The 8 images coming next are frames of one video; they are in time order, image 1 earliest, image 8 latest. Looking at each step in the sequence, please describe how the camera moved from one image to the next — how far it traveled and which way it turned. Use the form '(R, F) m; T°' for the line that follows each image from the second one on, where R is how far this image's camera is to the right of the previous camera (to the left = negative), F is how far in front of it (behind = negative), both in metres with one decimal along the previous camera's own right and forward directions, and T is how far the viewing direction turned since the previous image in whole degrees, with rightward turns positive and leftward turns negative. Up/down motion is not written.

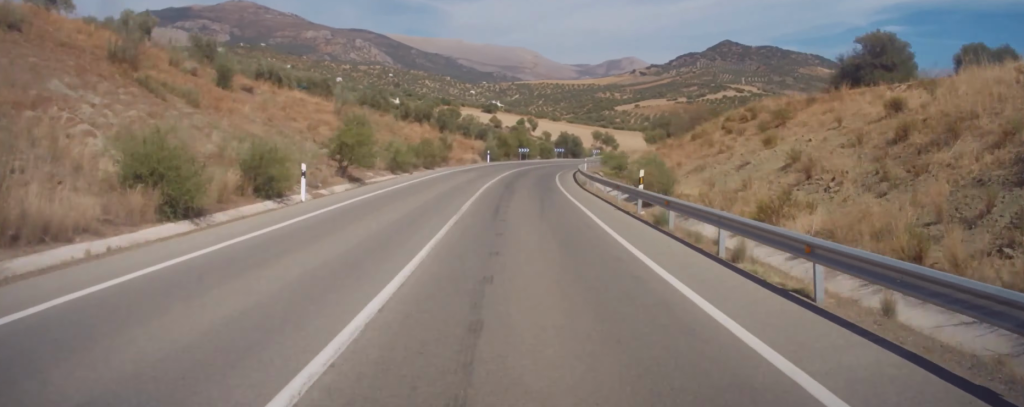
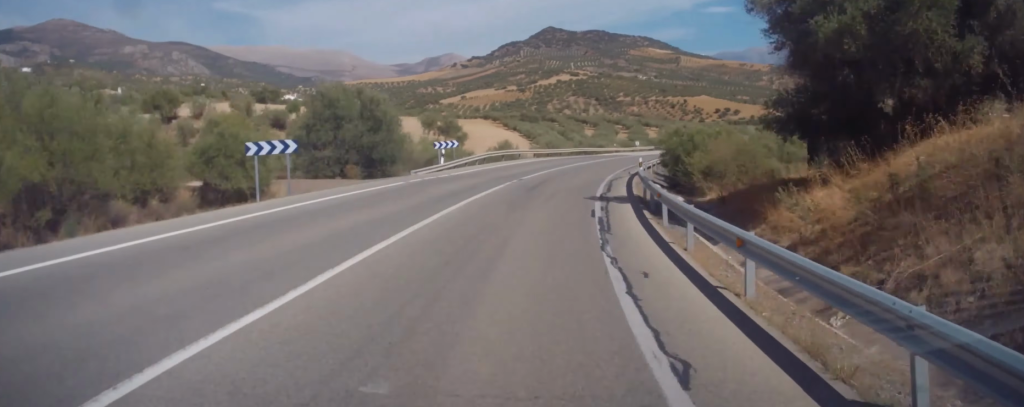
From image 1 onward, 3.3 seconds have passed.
(-2.7, +83.1) m; +5°
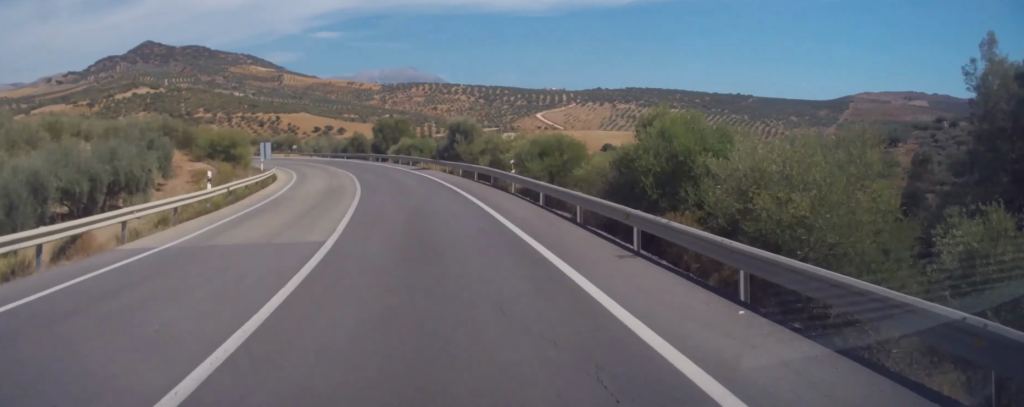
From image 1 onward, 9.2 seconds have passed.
(+17.5, +150.0) m; -10°
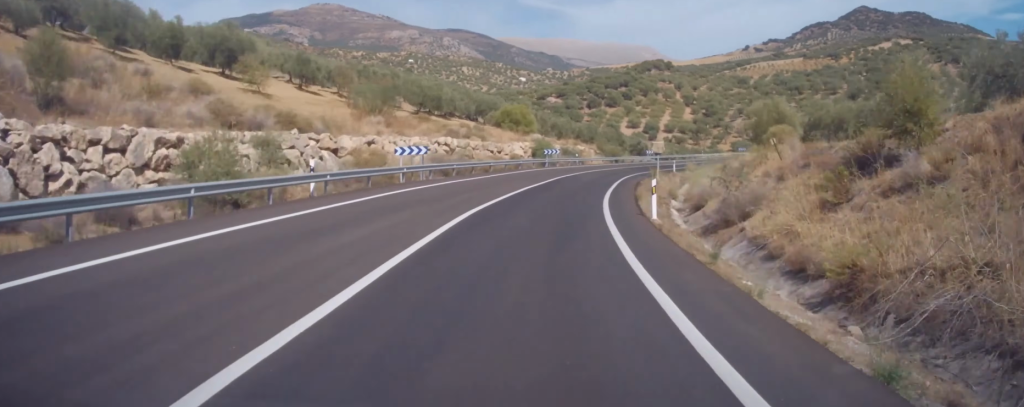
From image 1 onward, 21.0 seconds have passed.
(-60.4, +263.1) m; +4°
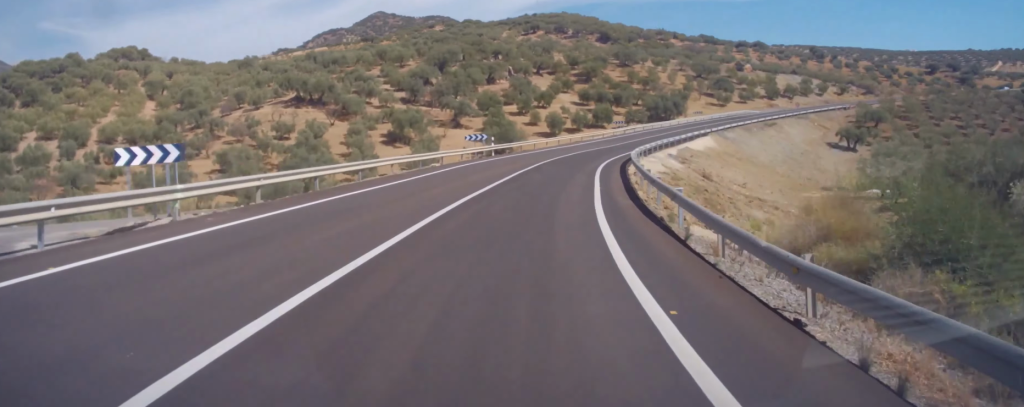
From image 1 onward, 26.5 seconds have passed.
(+19.3, +110.0) m; +32°
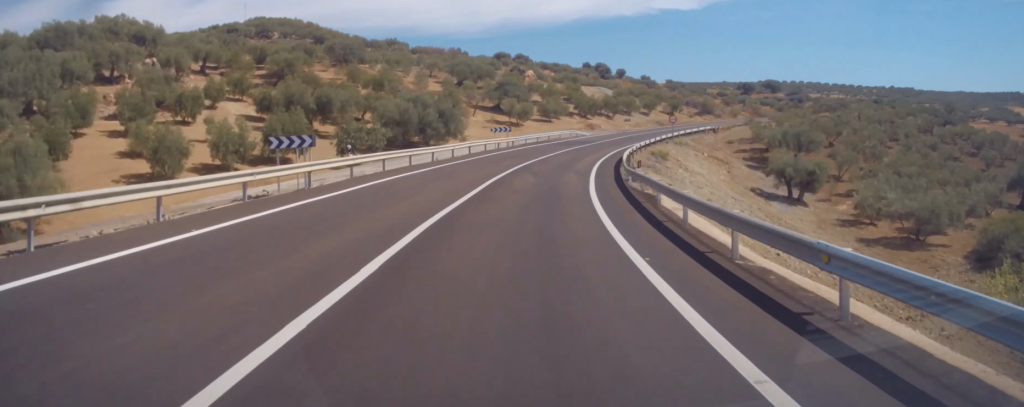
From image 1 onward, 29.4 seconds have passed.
(+17.3, +59.7) m; +19°
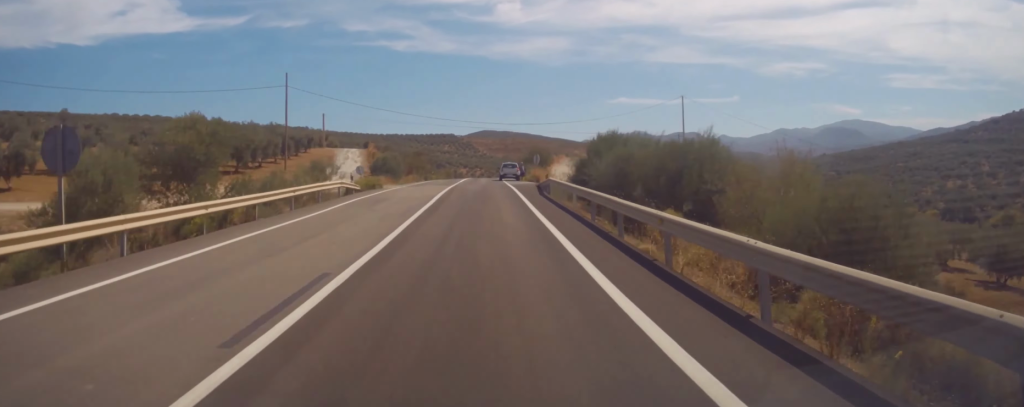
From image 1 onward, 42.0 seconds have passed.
(+128.2, +247.5) m; +35°
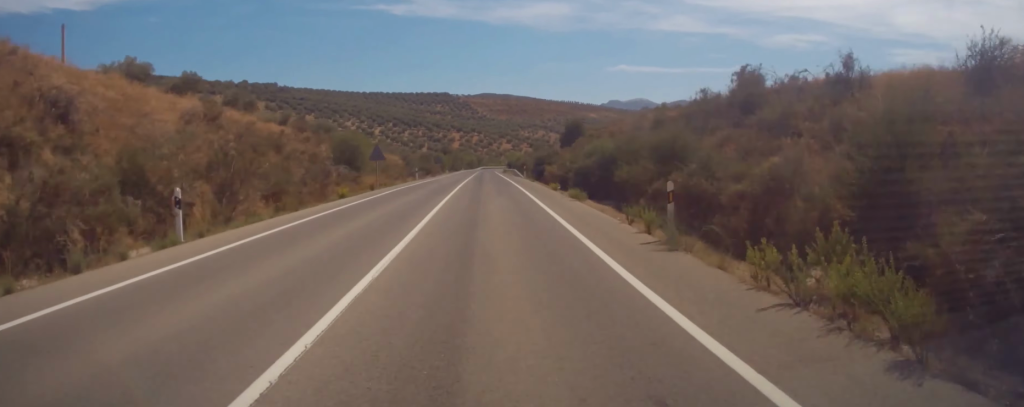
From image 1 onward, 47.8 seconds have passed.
(+2.7, +134.7) m; +5°
